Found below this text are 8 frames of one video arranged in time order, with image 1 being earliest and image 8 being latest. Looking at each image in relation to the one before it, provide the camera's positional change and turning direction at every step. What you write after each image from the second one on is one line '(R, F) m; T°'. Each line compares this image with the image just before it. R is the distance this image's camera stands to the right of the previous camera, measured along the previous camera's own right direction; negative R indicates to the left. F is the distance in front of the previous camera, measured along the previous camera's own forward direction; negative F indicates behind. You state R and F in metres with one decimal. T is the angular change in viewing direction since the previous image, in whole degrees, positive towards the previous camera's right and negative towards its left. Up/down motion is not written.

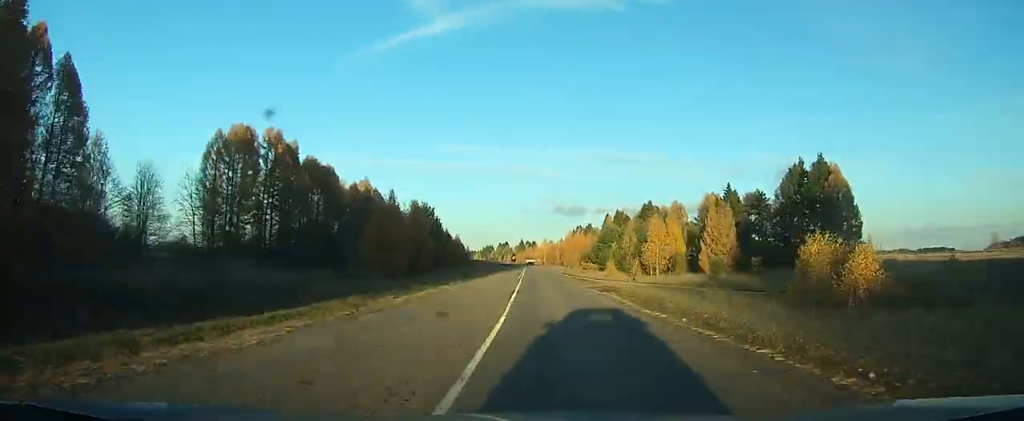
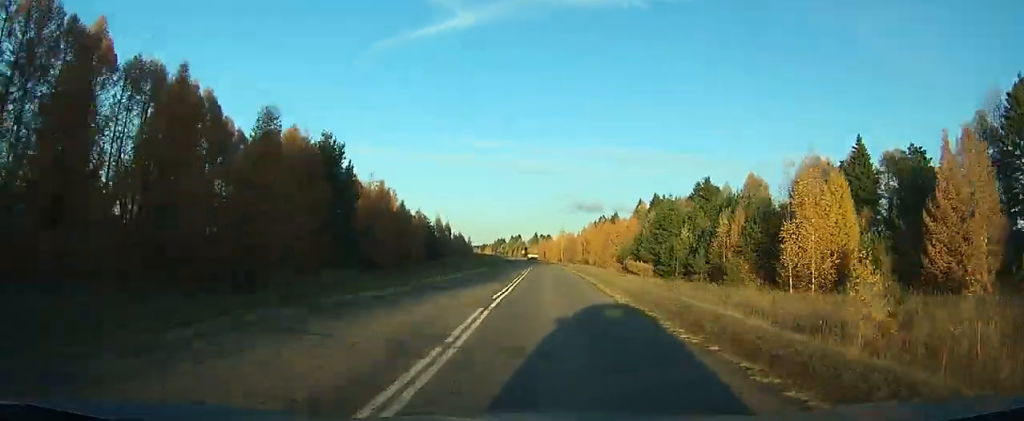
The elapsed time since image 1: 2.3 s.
(-0.9, +50.1) m; -2°
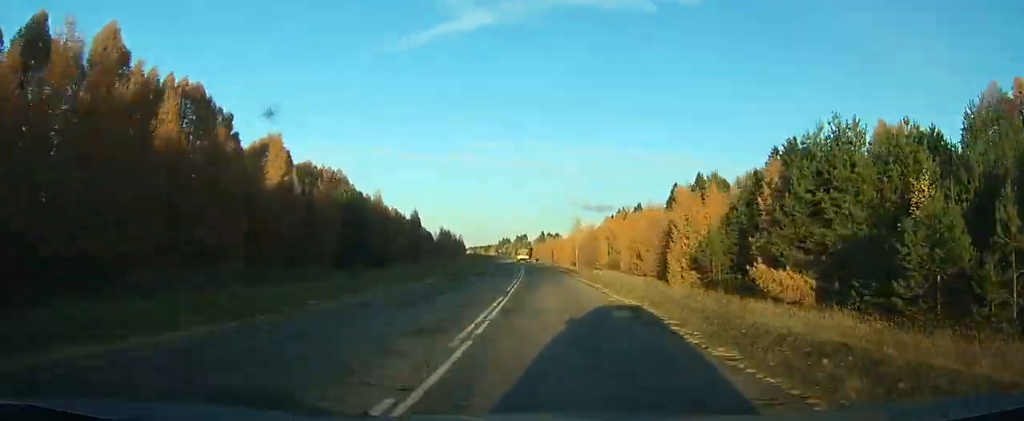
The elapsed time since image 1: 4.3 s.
(-0.5, +43.3) m; -1°
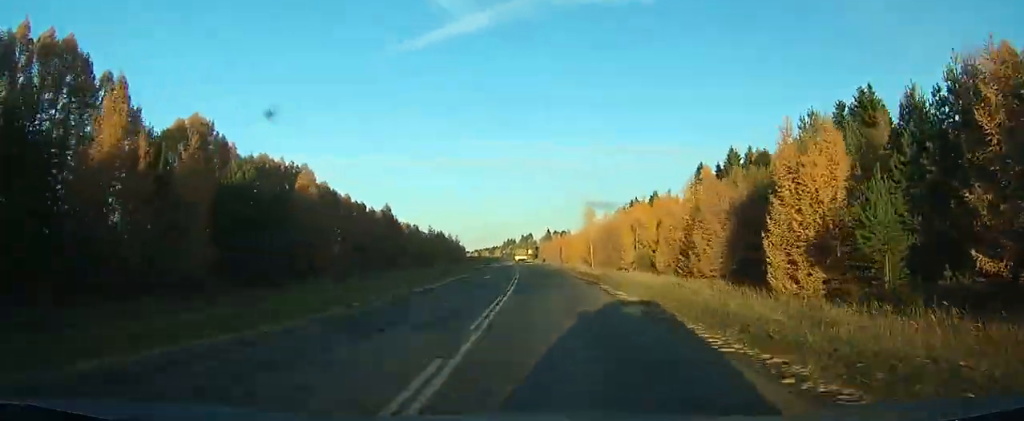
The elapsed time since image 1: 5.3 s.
(-0.2, +21.1) m; -1°
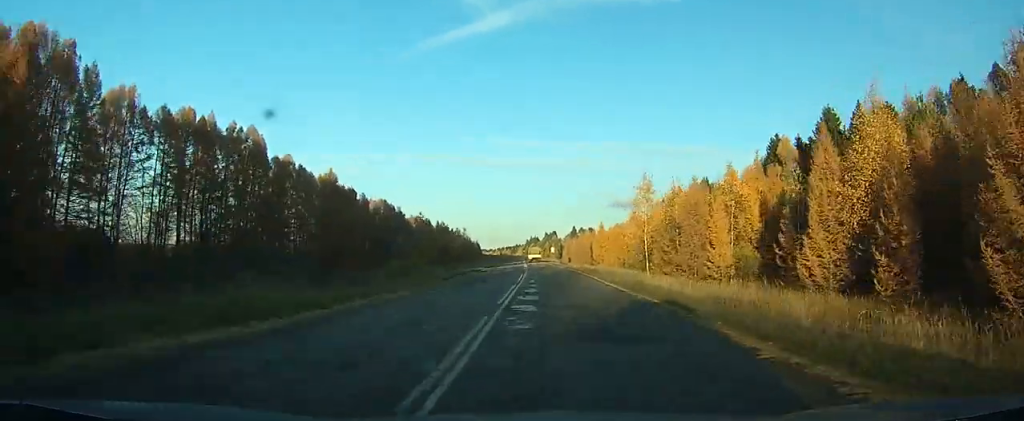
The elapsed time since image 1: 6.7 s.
(-0.2, +29.3) m; -2°
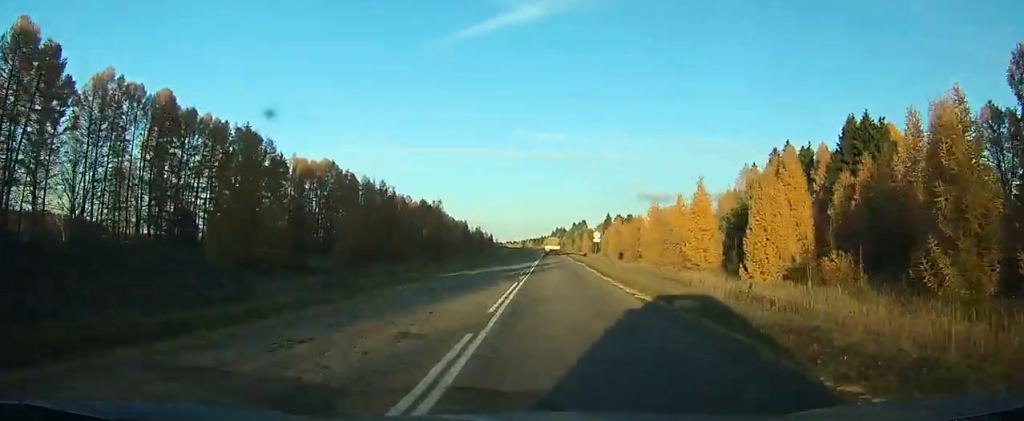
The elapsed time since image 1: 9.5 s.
(-2.4, +61.9) m; -3°
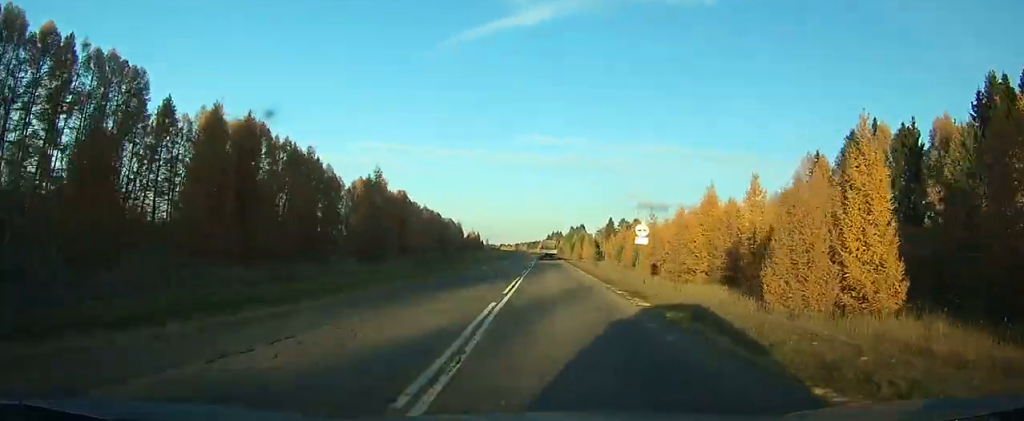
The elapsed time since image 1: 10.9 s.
(-0.2, +31.9) m; 0°
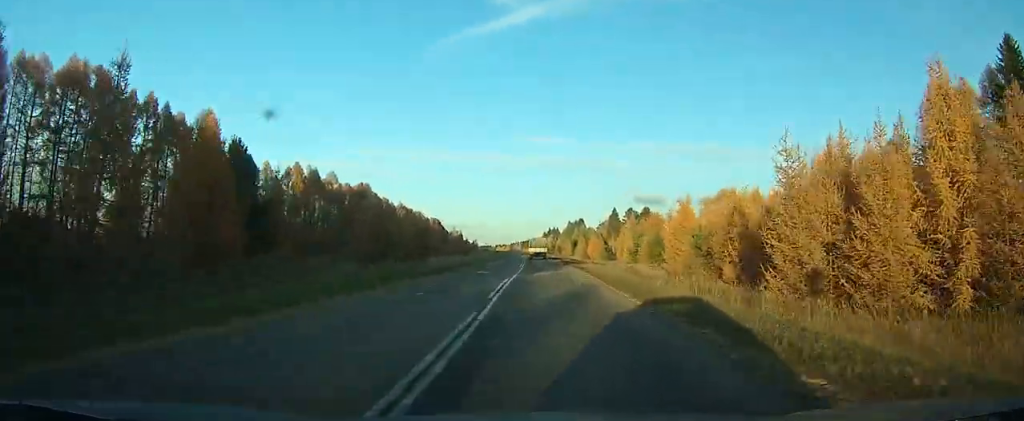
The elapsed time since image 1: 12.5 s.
(0.0, +36.2) m; 0°
